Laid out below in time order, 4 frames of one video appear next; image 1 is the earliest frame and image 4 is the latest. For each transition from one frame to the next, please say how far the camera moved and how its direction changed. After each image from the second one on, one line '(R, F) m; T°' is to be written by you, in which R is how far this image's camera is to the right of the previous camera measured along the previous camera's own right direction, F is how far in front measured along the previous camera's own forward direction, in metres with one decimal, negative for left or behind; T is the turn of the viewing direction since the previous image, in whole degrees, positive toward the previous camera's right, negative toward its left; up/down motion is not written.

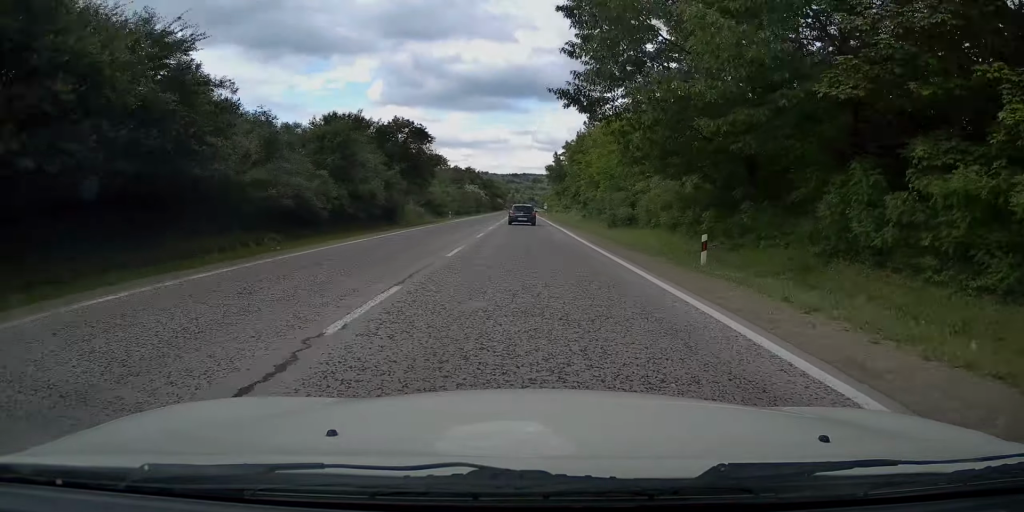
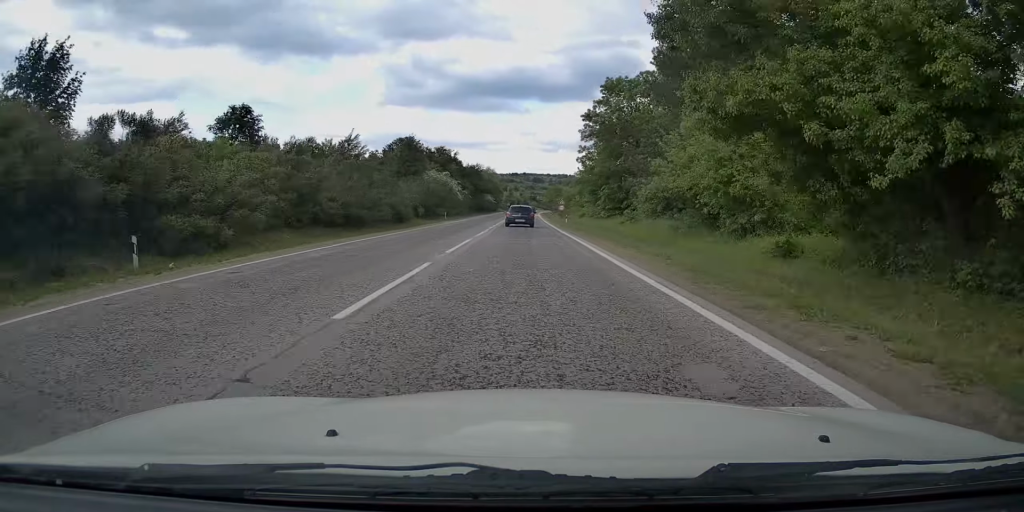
(-0.8, +53.4) m; -1°
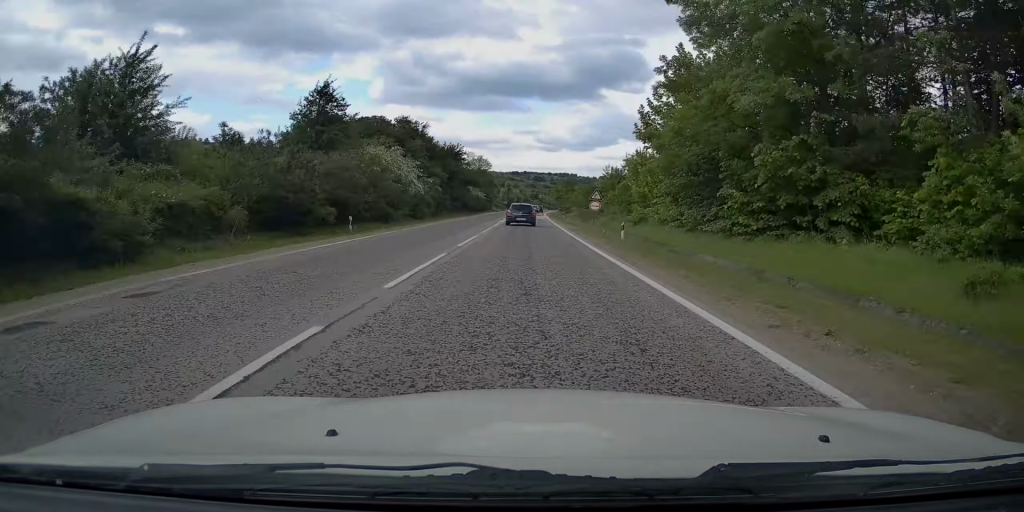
(0.0, +33.6) m; 0°
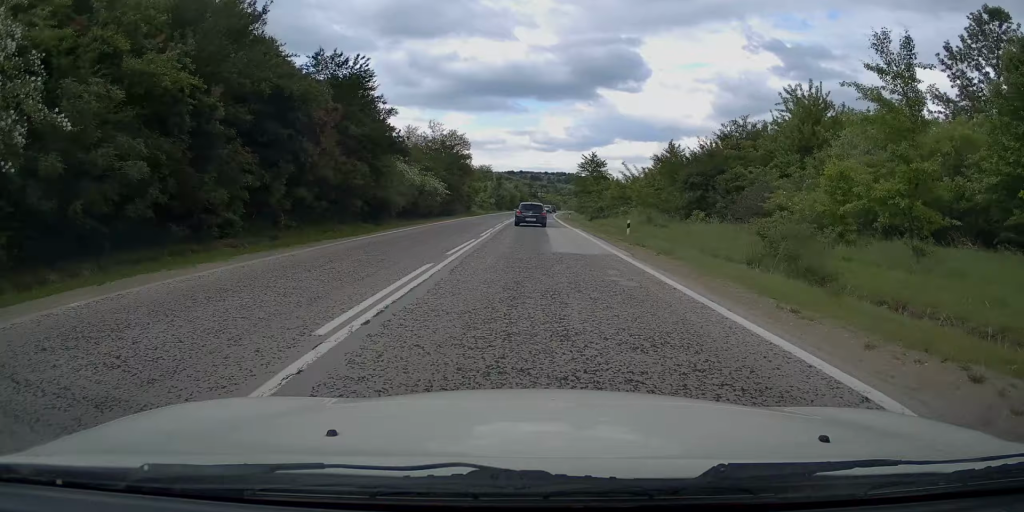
(+0.5, +47.5) m; +1°
